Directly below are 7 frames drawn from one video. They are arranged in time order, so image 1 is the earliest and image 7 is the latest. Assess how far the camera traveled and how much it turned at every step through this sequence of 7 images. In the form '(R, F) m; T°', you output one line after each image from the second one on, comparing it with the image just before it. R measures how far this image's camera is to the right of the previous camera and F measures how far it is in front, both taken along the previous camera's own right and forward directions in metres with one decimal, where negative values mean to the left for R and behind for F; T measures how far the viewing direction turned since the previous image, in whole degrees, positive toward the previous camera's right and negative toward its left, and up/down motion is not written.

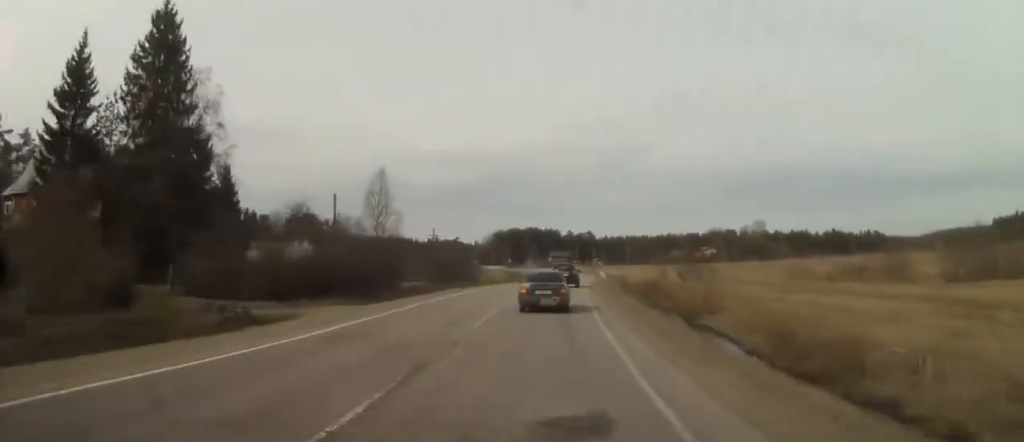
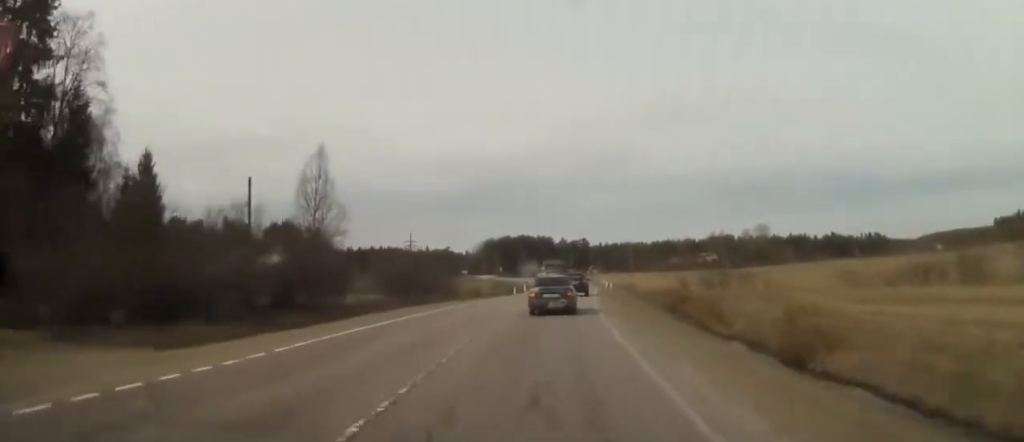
(+0.1, +13.8) m; +1°
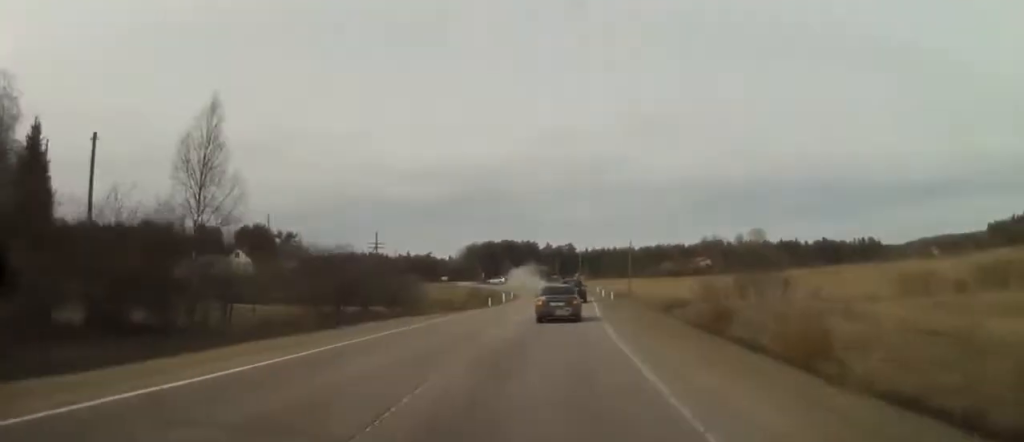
(+0.1, +13.8) m; +1°
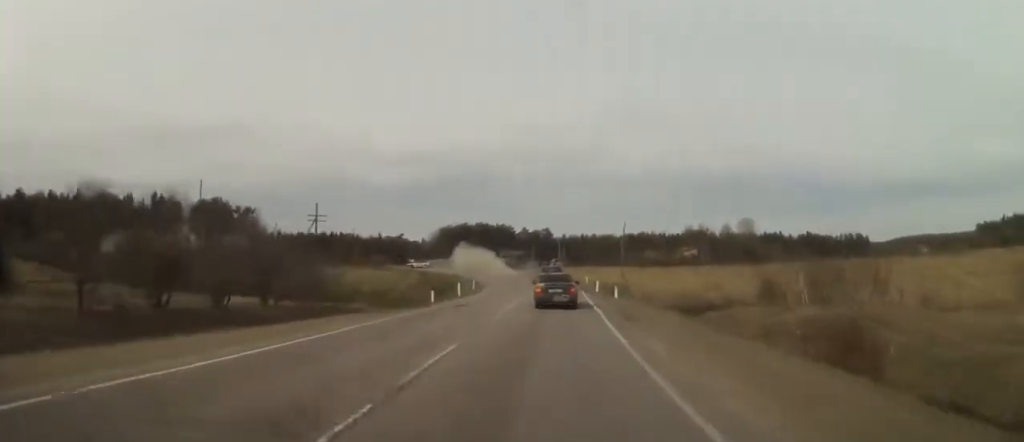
(+0.2, +16.9) m; +1°
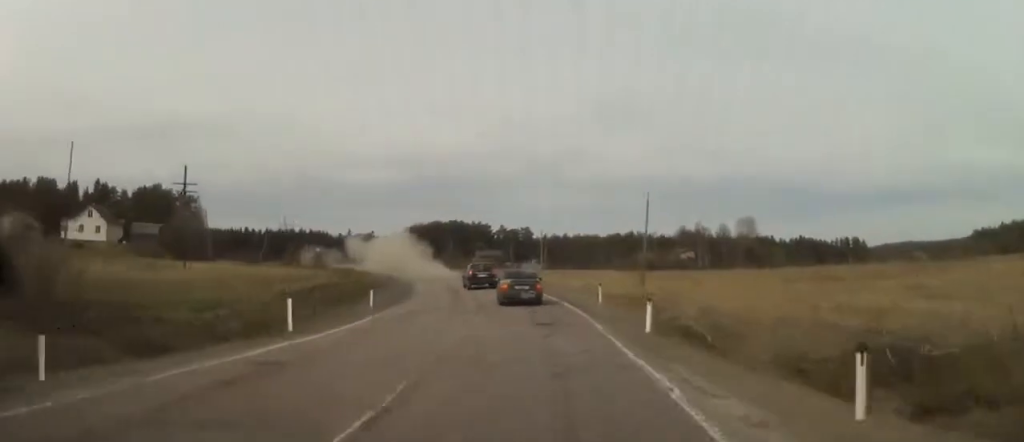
(+0.2, +27.3) m; +1°
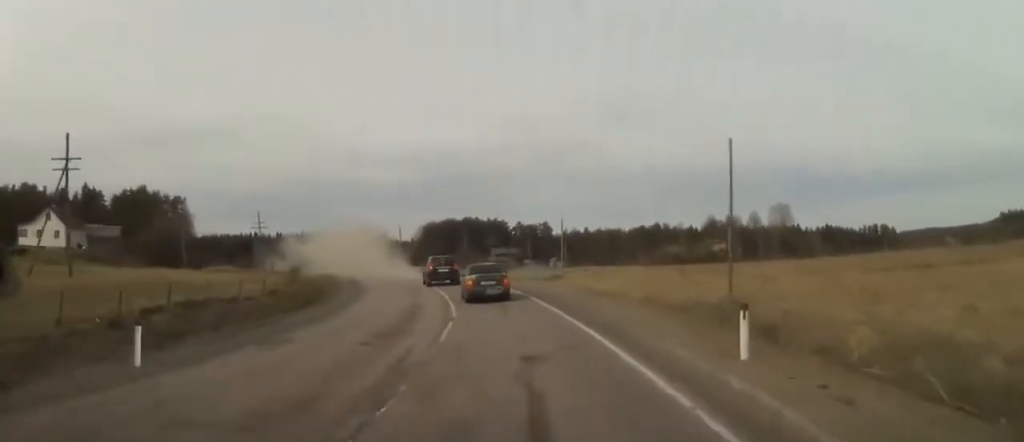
(+0.2, +18.1) m; 0°
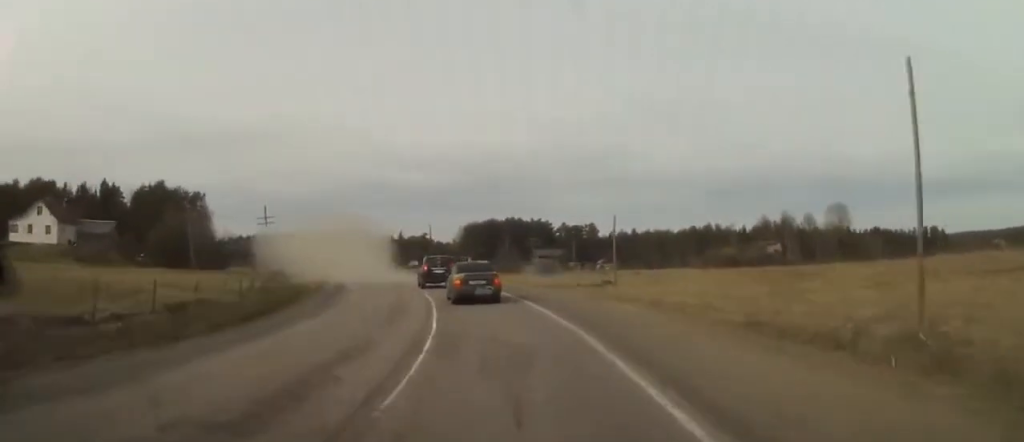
(-0.1, +13.3) m; -1°
